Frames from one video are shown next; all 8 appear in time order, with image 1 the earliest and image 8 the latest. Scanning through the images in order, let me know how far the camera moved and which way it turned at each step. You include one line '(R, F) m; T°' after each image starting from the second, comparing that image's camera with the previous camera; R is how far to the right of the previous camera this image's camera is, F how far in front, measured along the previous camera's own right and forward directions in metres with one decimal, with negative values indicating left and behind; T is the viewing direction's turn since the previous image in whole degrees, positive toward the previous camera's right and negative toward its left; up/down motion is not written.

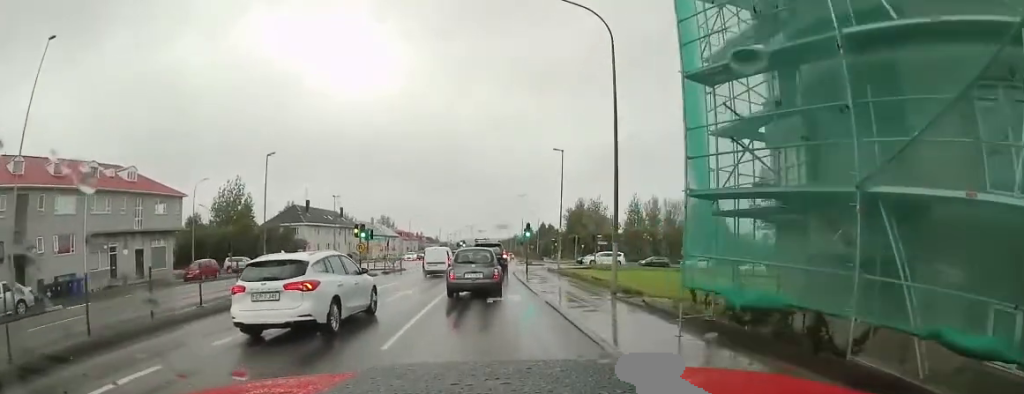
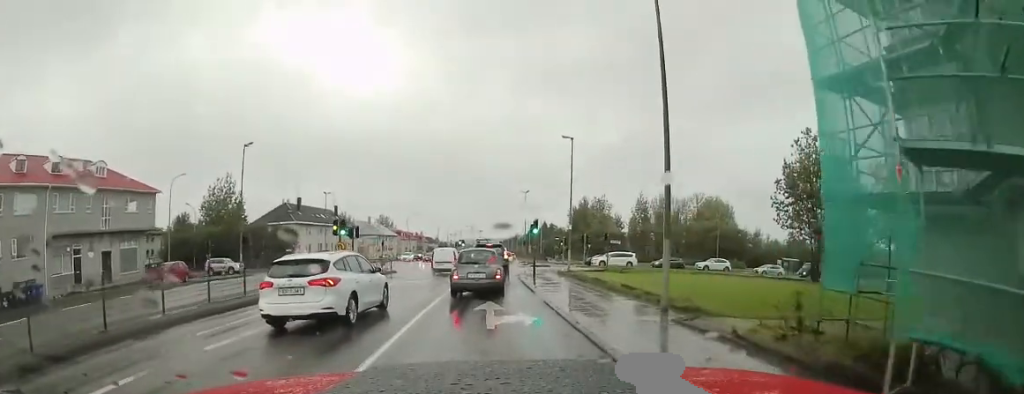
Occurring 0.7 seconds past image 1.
(+0.3, +4.2) m; +3°
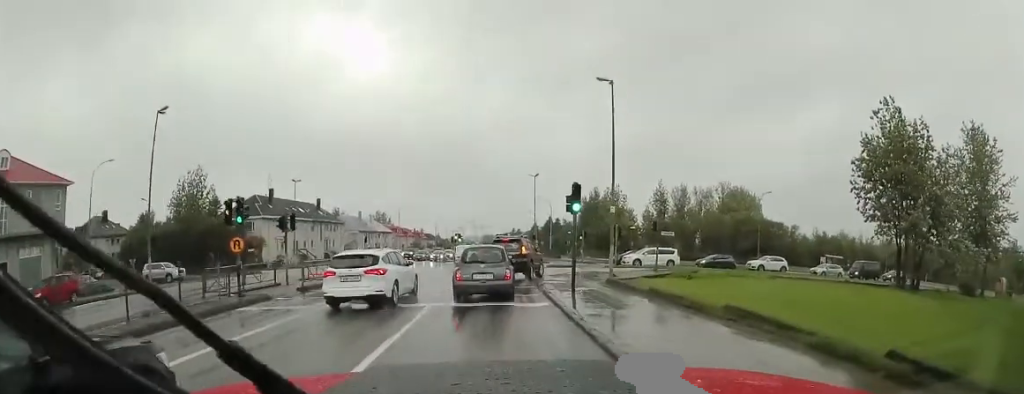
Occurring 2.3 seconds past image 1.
(-0.3, +11.6) m; -4°
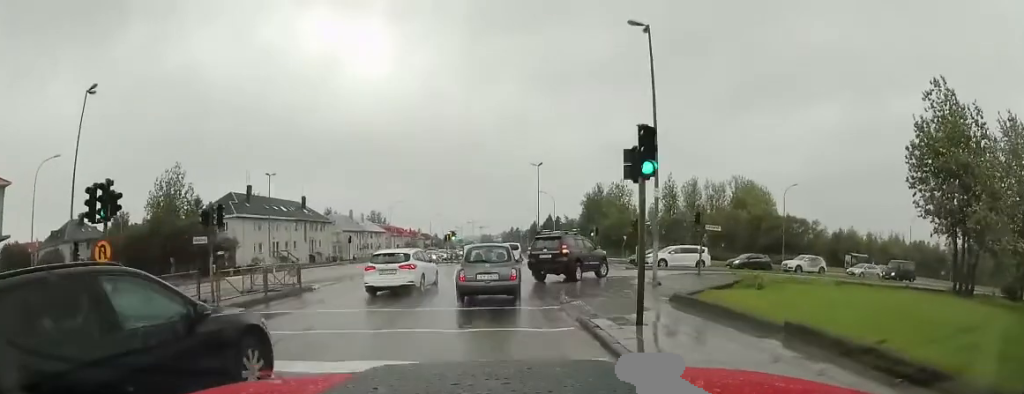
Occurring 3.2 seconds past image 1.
(-0.2, +6.8) m; -1°
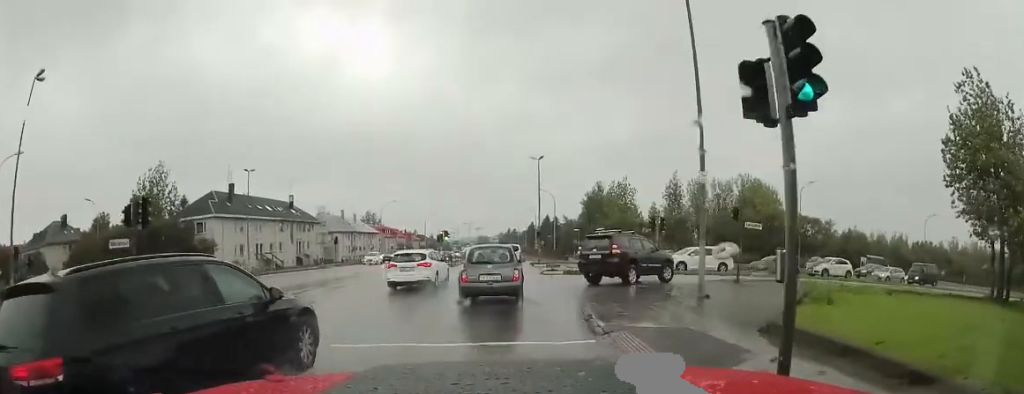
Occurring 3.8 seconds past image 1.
(0.0, +4.3) m; 0°
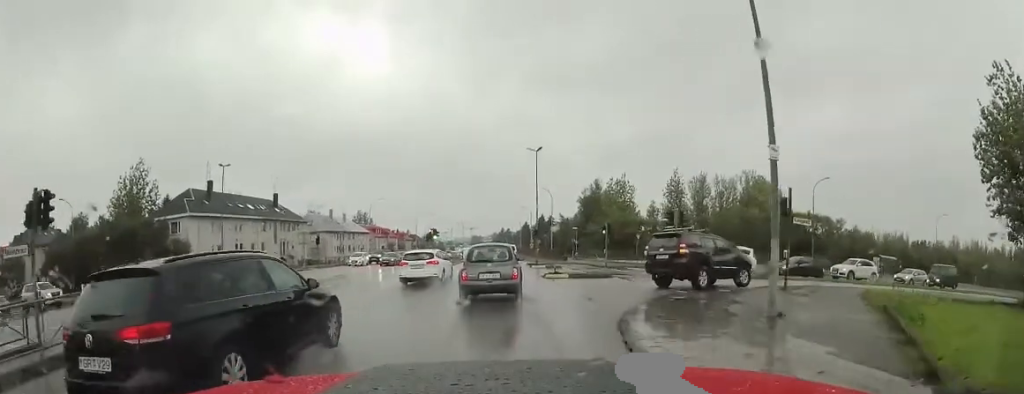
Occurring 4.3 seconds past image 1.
(0.0, +3.9) m; +3°
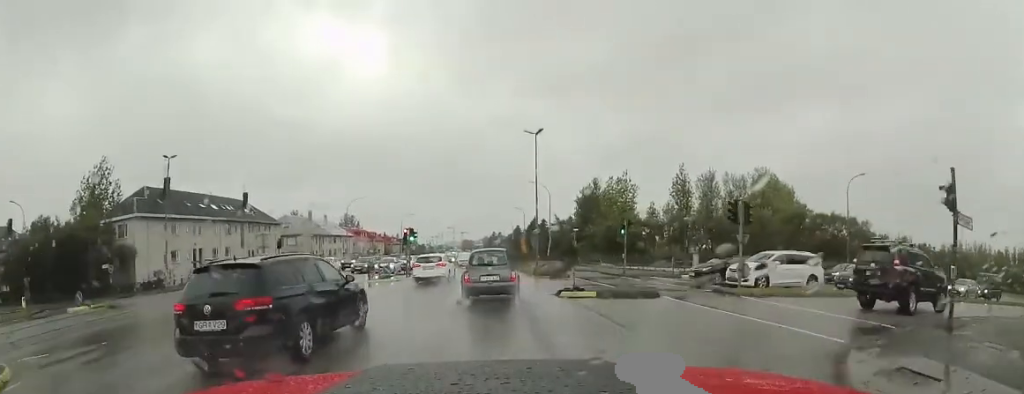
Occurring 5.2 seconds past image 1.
(+0.3, +7.3) m; +3°
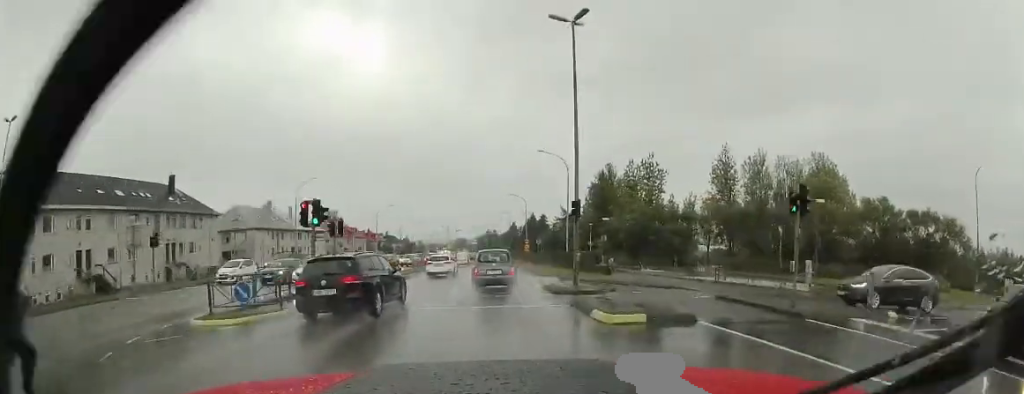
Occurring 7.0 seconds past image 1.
(-0.5, +17.2) m; -4°
